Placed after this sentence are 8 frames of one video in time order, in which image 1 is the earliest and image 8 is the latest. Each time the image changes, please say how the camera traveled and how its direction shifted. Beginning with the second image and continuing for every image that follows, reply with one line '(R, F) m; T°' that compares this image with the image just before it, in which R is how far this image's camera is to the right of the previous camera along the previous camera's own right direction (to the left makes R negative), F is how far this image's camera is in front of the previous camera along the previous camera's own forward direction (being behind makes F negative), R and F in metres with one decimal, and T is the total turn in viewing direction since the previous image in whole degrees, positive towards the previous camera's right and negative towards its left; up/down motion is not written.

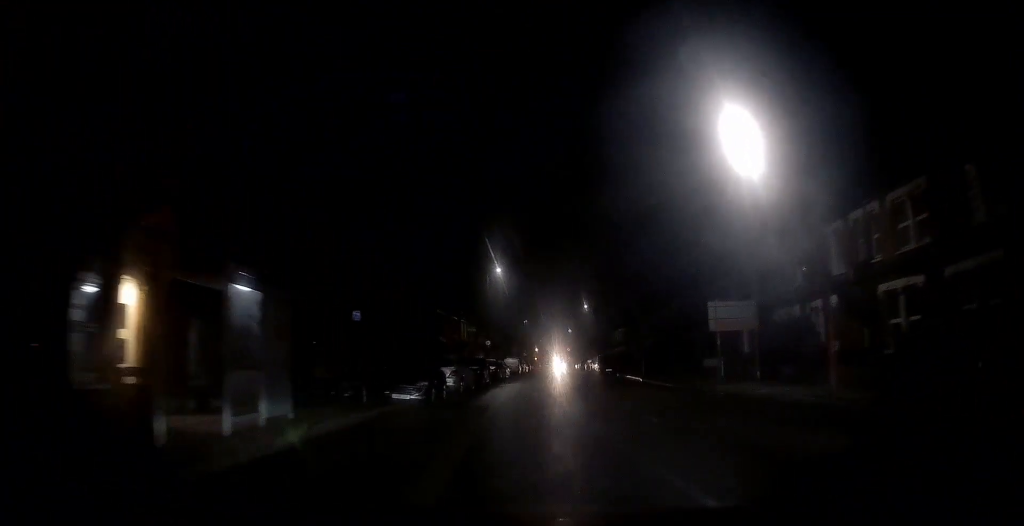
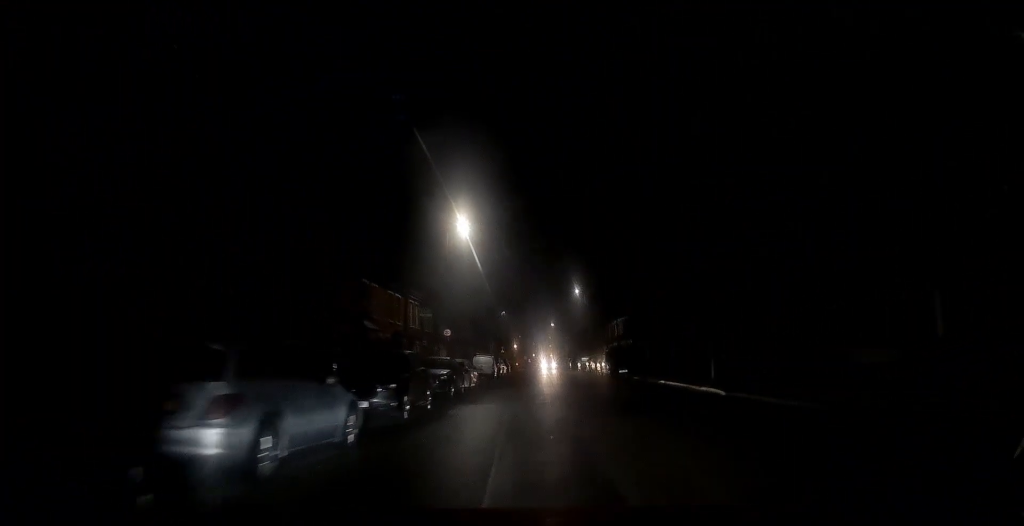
(+0.3, +17.6) m; +1°
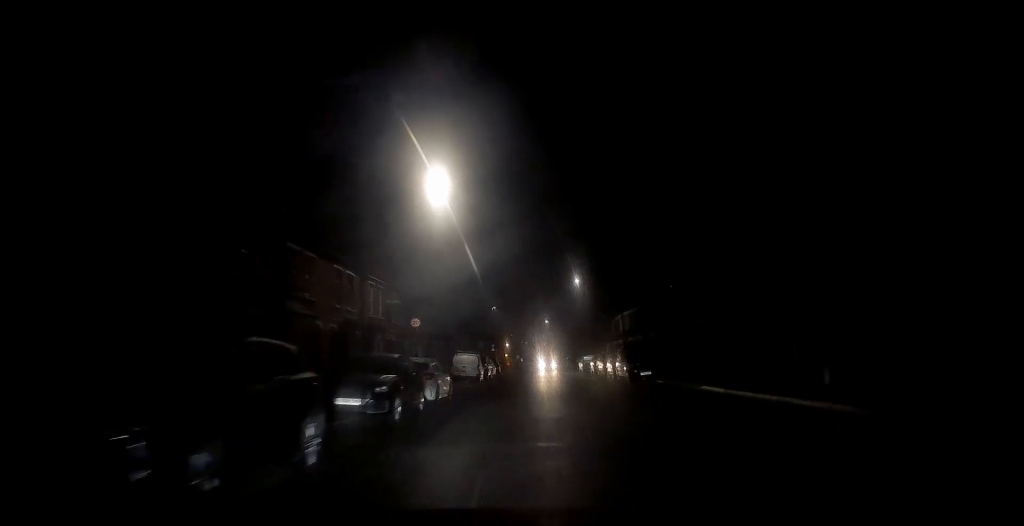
(0.0, +9.1) m; 0°
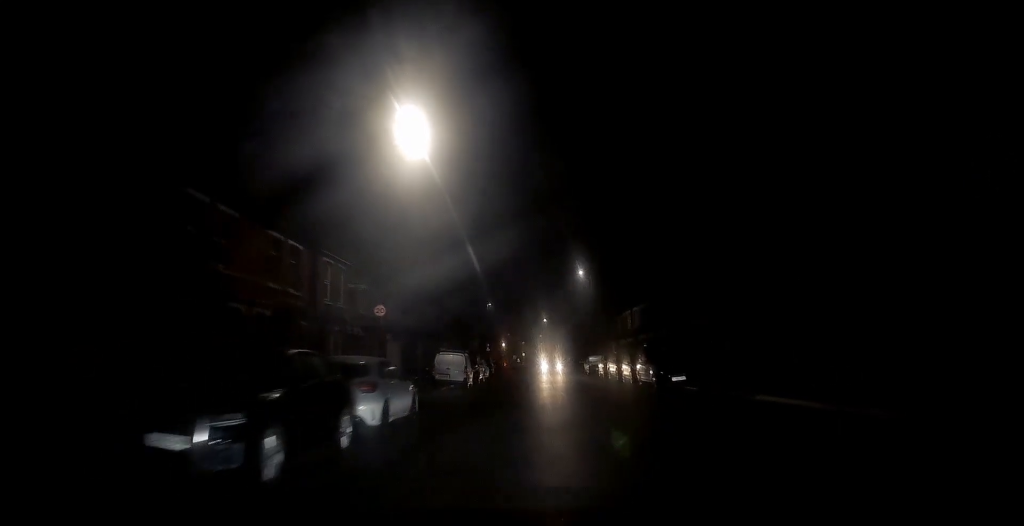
(0.0, +6.8) m; 0°
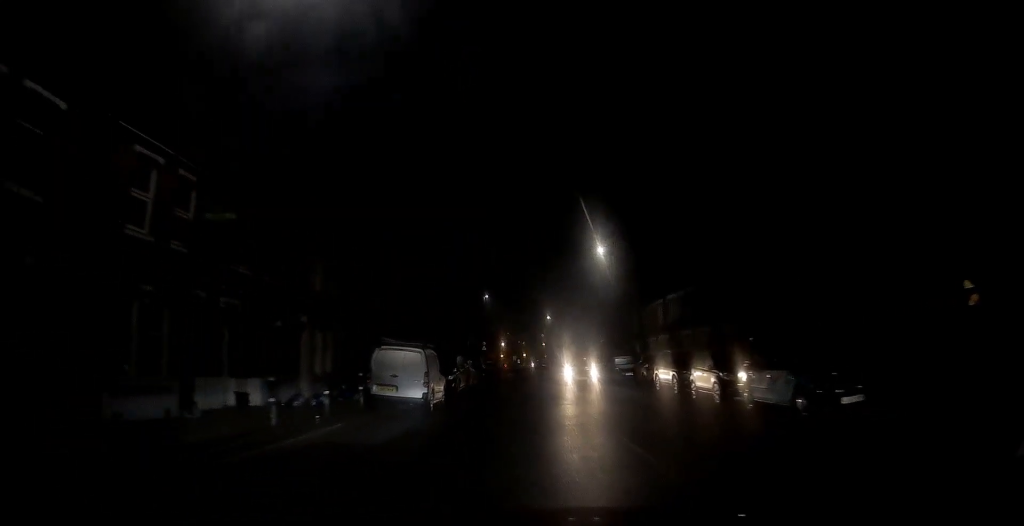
(0.0, +12.9) m; 0°
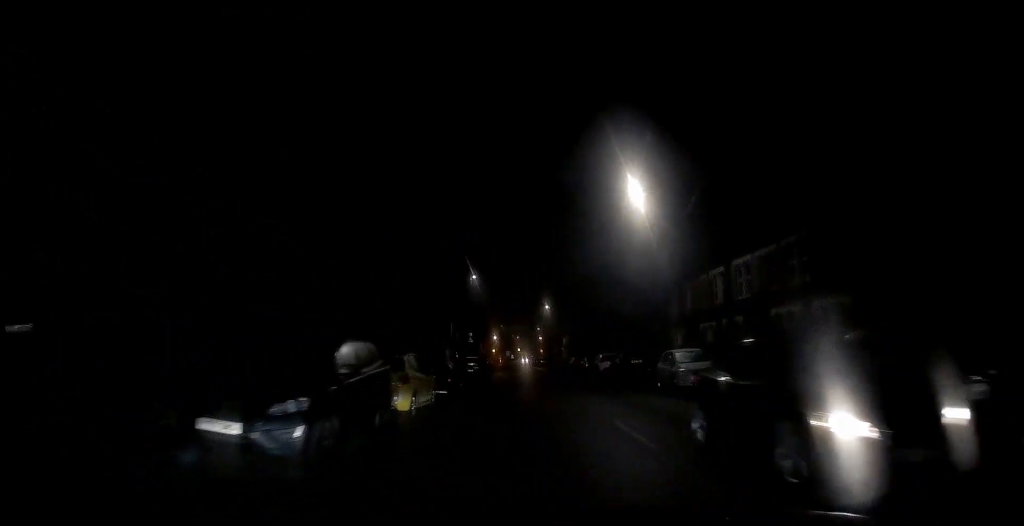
(+0.1, +15.3) m; +1°
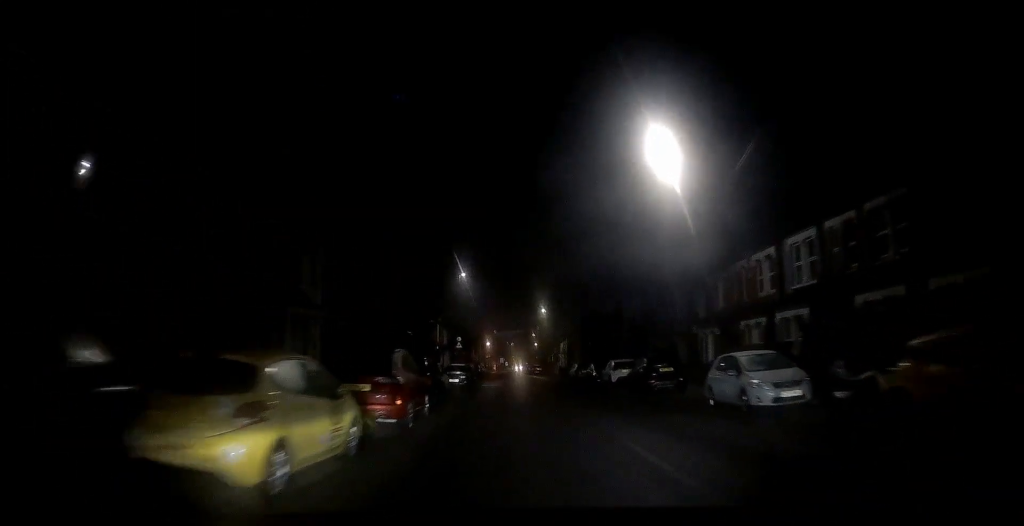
(0.0, +7.2) m; +1°
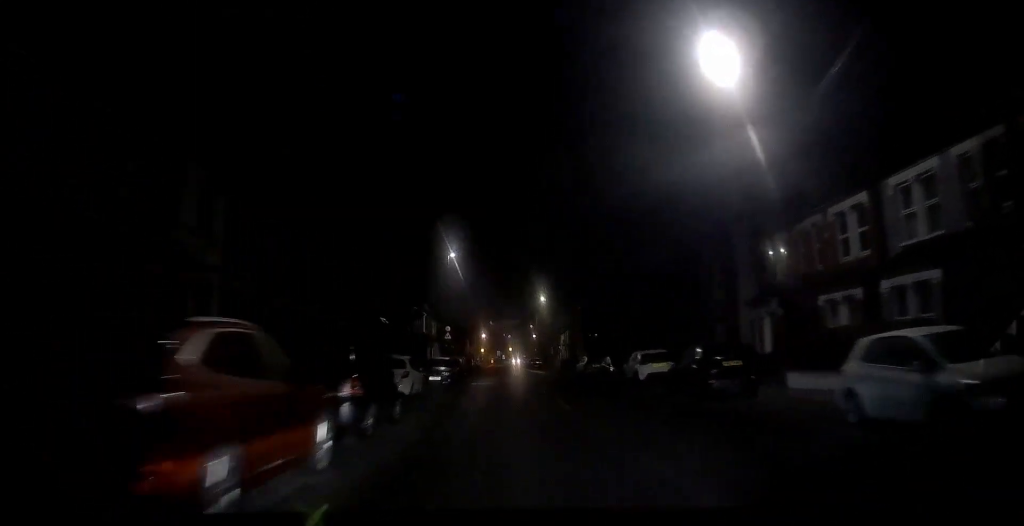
(0.0, +7.8) m; 0°
